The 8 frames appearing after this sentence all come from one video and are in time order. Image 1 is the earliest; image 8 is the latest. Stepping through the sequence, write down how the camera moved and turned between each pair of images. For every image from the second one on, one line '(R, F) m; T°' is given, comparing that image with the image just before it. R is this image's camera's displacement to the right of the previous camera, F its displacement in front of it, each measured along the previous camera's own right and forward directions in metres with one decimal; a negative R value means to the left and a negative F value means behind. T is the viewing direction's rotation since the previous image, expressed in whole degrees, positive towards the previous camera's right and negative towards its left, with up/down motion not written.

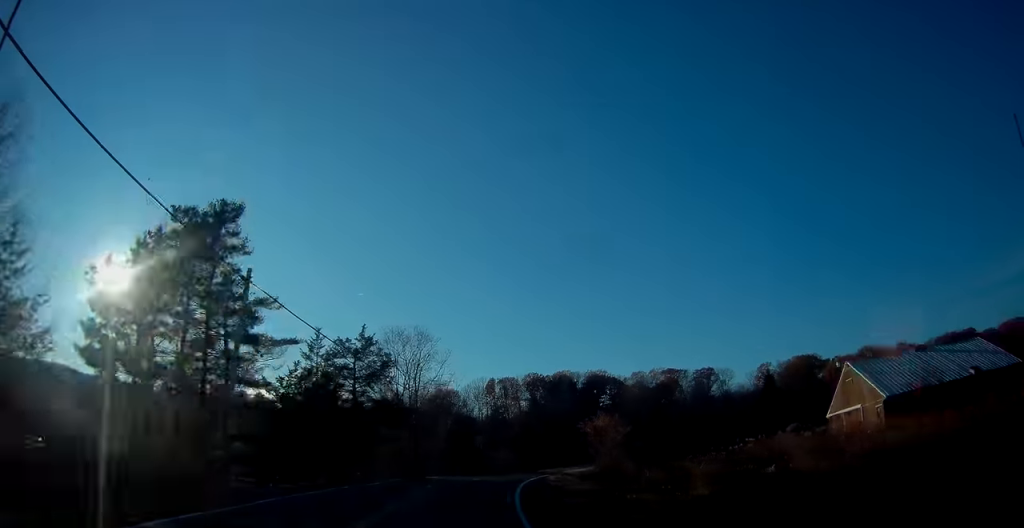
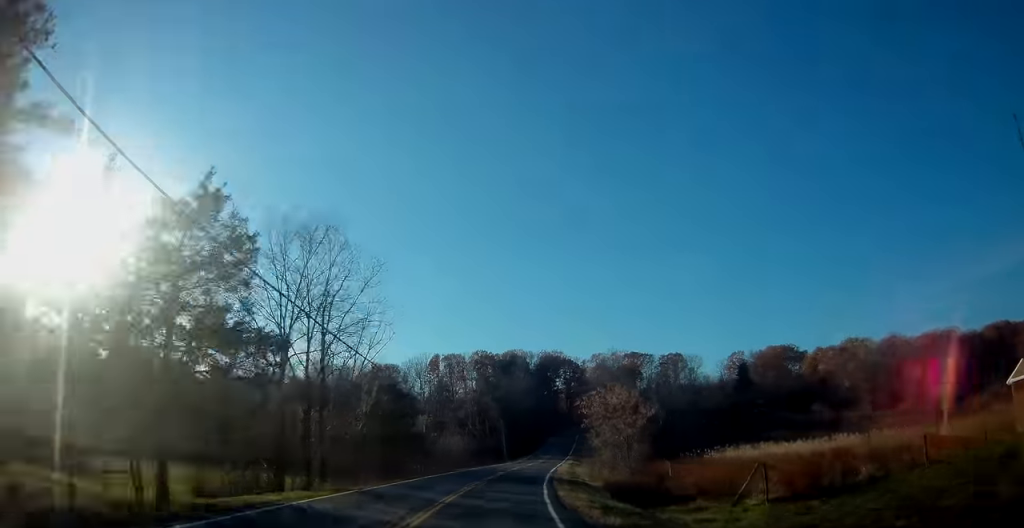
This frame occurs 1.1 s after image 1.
(+1.1, +22.3) m; +6°
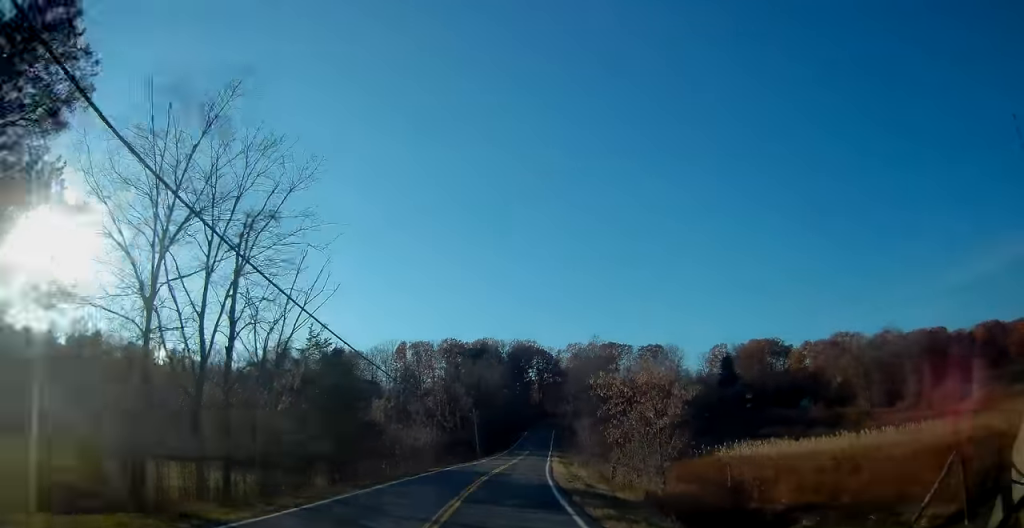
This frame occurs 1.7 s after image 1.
(+0.2, +11.1) m; +3°
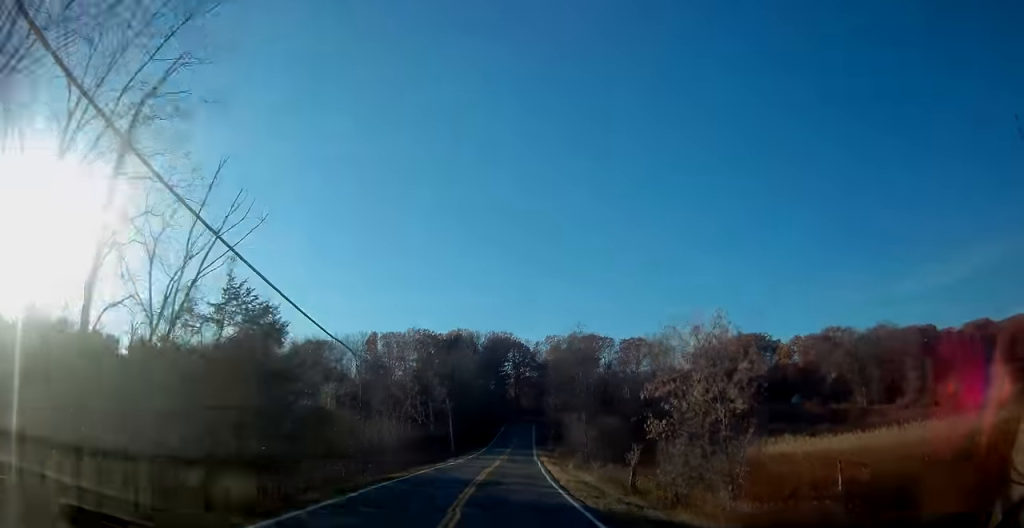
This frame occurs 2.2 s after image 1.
(+0.3, +9.1) m; +3°
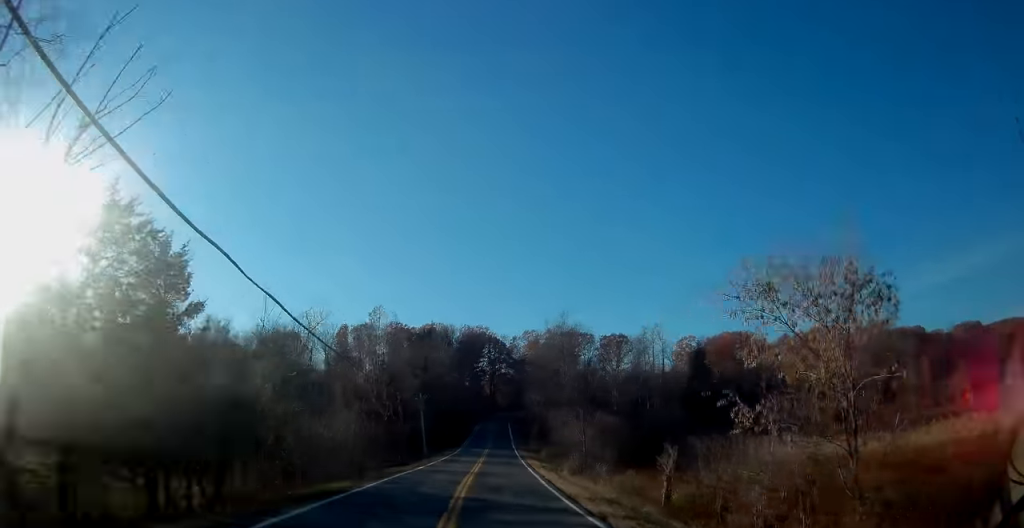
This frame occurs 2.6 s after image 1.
(-0.2, +7.8) m; +3°
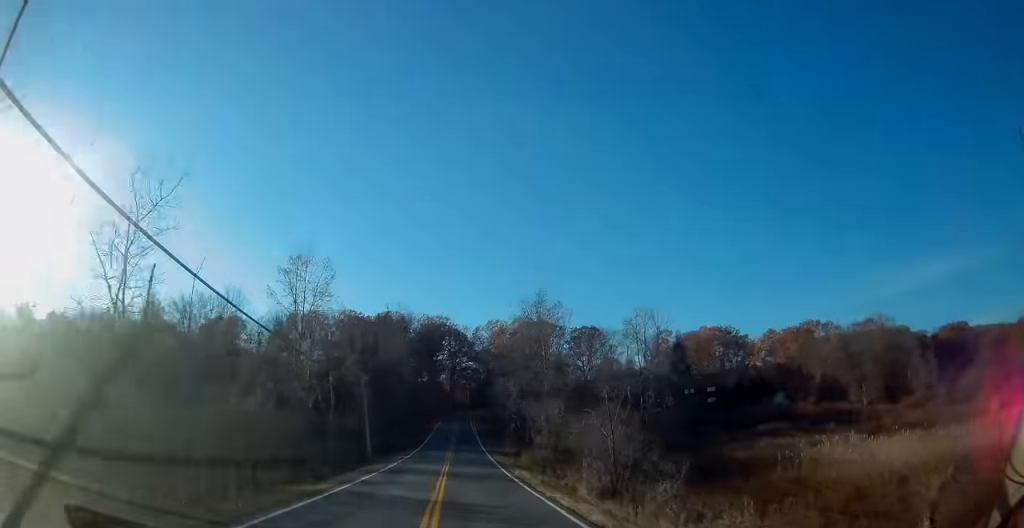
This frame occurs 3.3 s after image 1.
(+0.9, +14.3) m; +3°
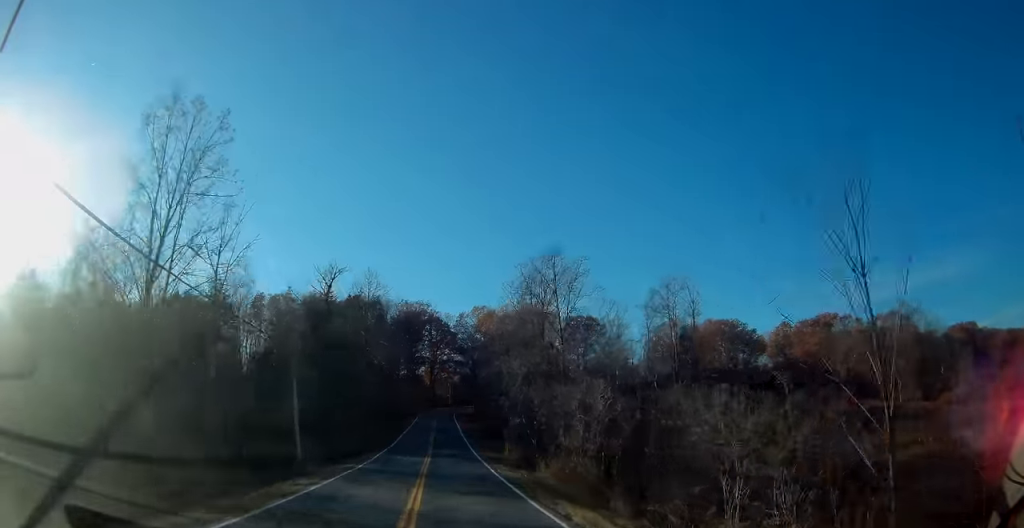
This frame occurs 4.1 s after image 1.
(+0.2, +16.9) m; +1°
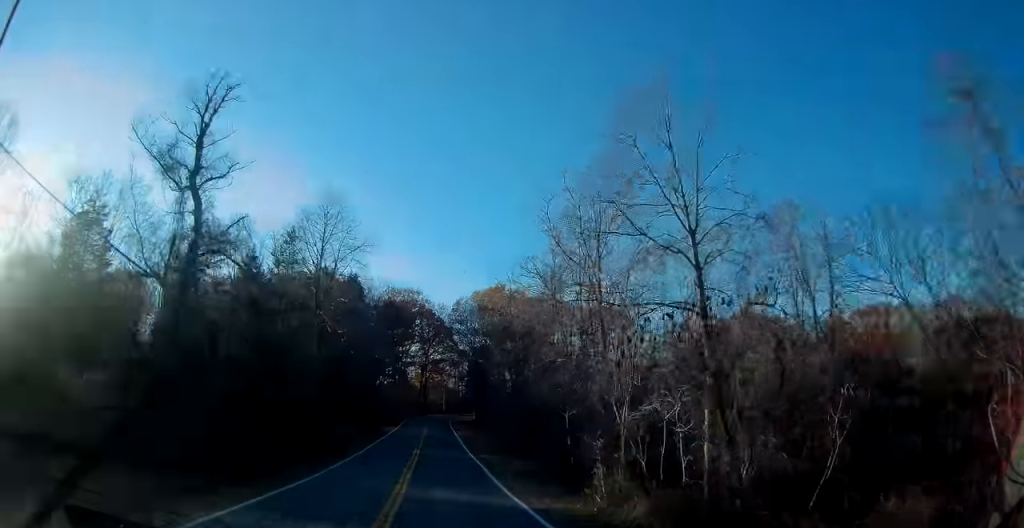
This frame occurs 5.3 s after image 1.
(0.0, +25.5) m; 0°
